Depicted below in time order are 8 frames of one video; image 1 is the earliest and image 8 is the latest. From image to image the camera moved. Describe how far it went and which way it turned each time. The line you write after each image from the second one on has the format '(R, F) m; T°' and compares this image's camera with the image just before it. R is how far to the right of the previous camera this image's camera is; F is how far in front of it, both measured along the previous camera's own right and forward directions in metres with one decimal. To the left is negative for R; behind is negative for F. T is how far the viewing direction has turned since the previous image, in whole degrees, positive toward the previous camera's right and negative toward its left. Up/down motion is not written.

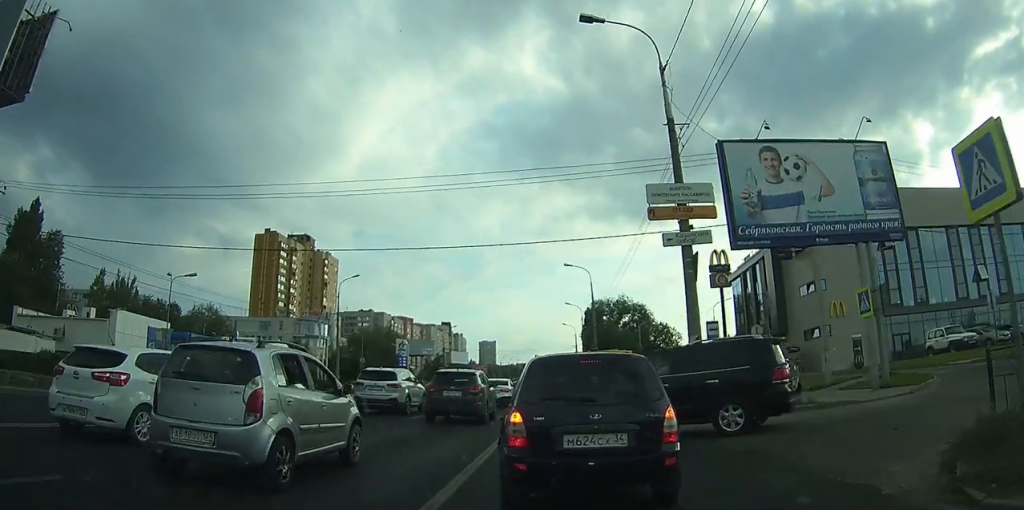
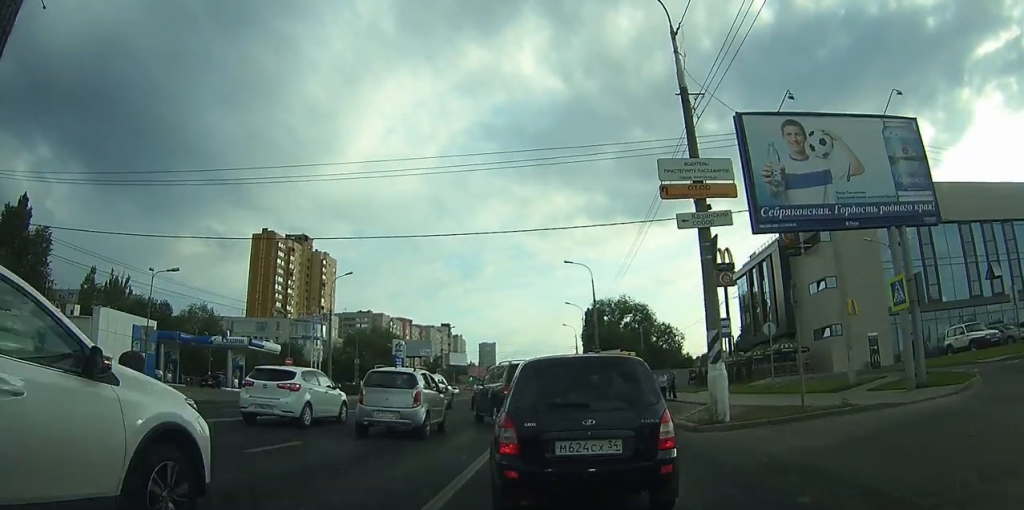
(-0.1, +5.3) m; -2°
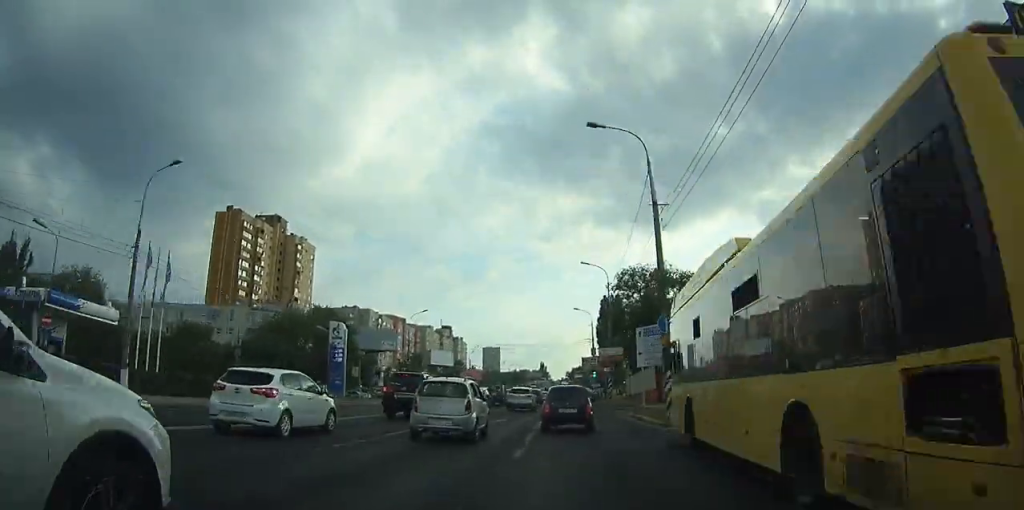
(-1.5, +34.0) m; -3°
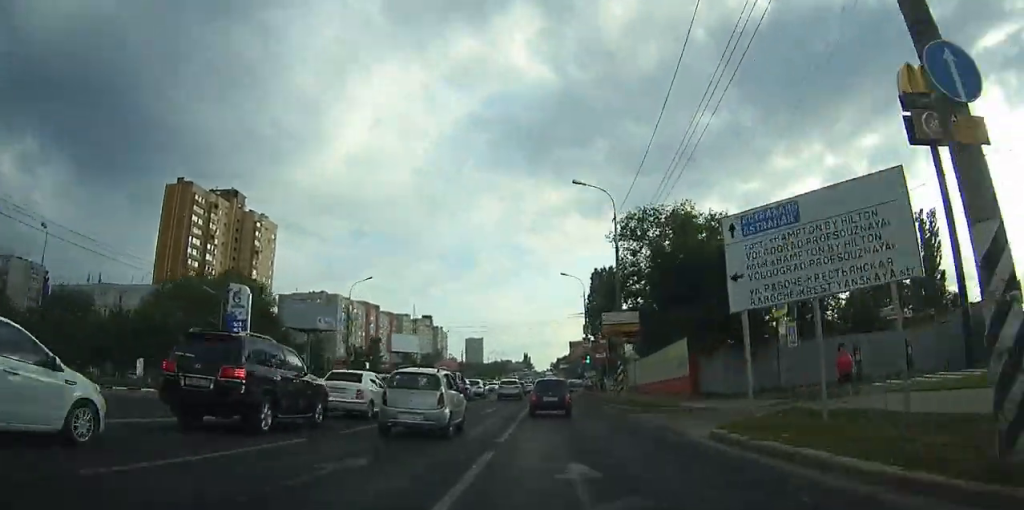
(0.0, +18.5) m; 0°
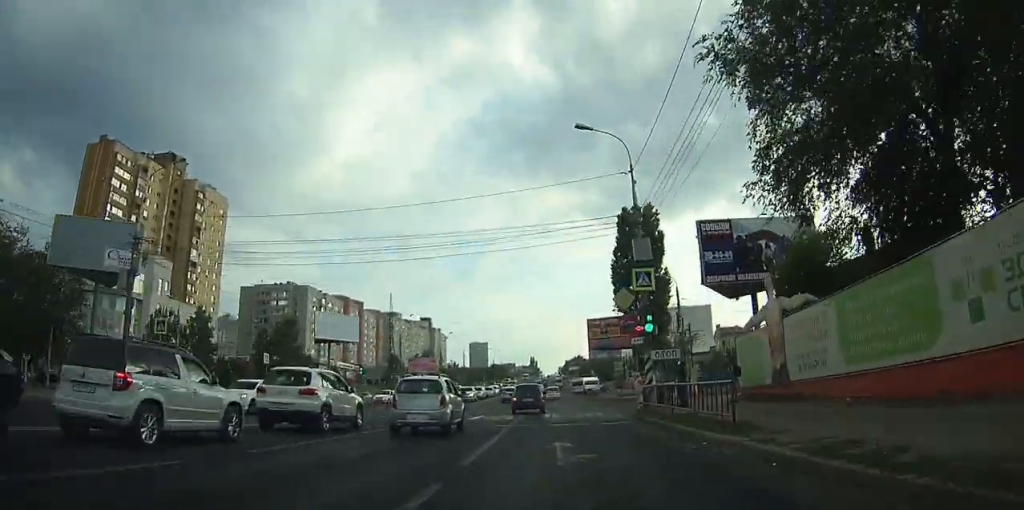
(-0.2, +35.7) m; 0°
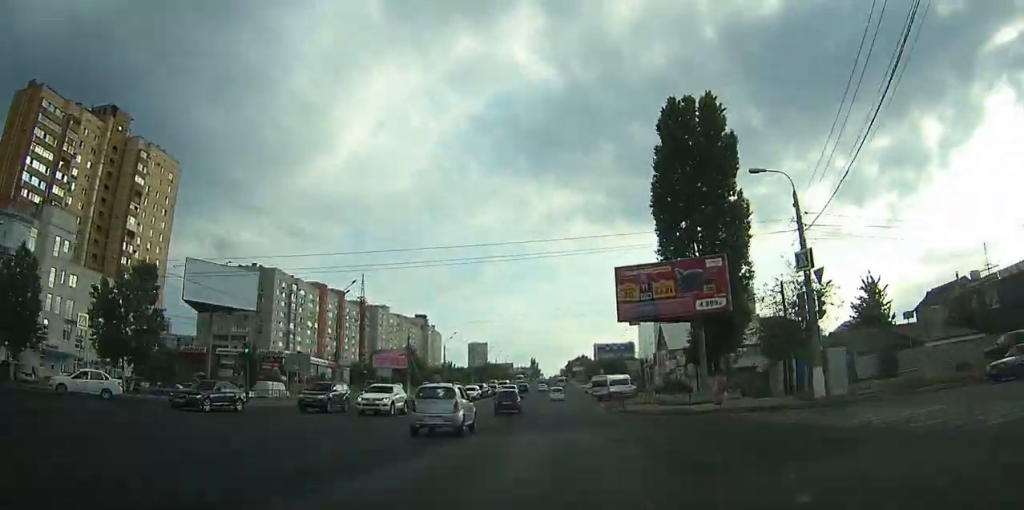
(+0.3, +27.8) m; +1°
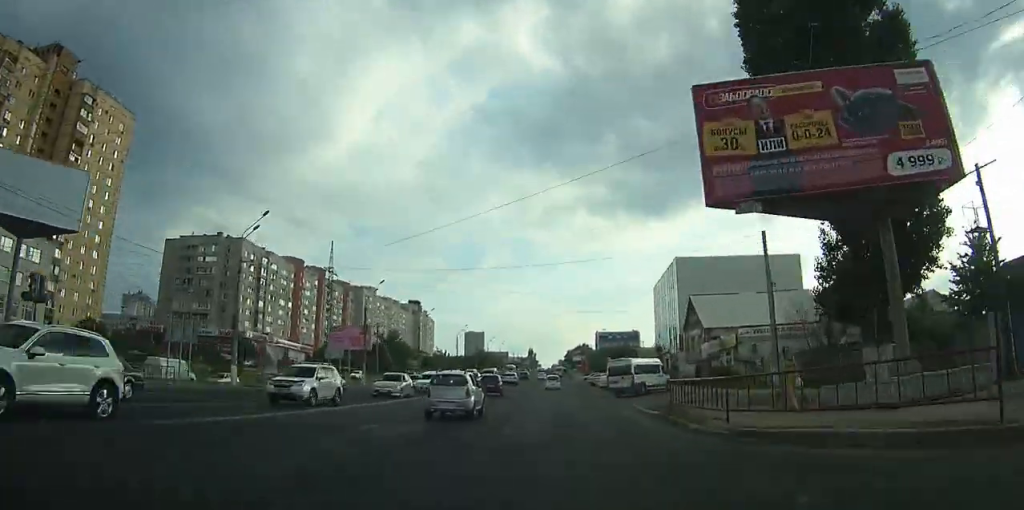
(+0.1, +20.4) m; 0°
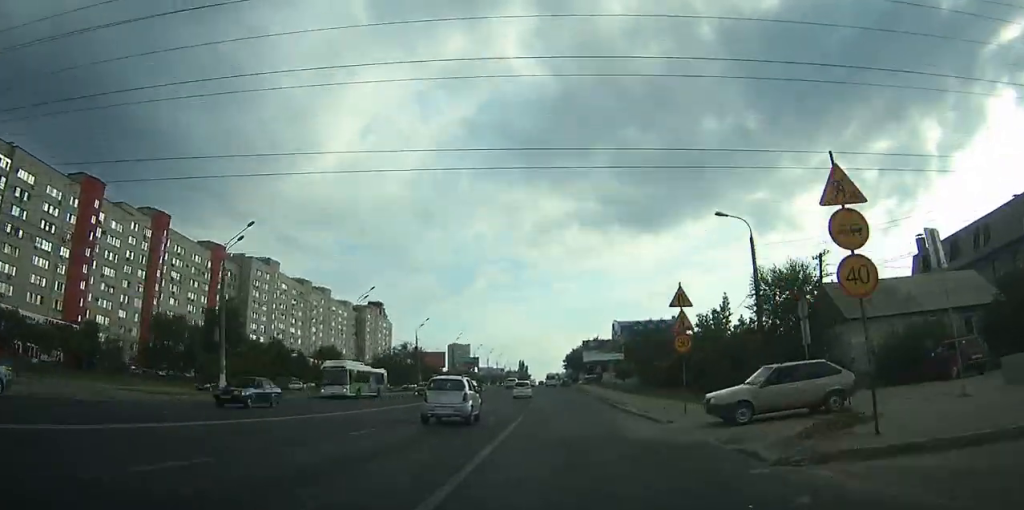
(+0.6, +91.1) m; 0°
